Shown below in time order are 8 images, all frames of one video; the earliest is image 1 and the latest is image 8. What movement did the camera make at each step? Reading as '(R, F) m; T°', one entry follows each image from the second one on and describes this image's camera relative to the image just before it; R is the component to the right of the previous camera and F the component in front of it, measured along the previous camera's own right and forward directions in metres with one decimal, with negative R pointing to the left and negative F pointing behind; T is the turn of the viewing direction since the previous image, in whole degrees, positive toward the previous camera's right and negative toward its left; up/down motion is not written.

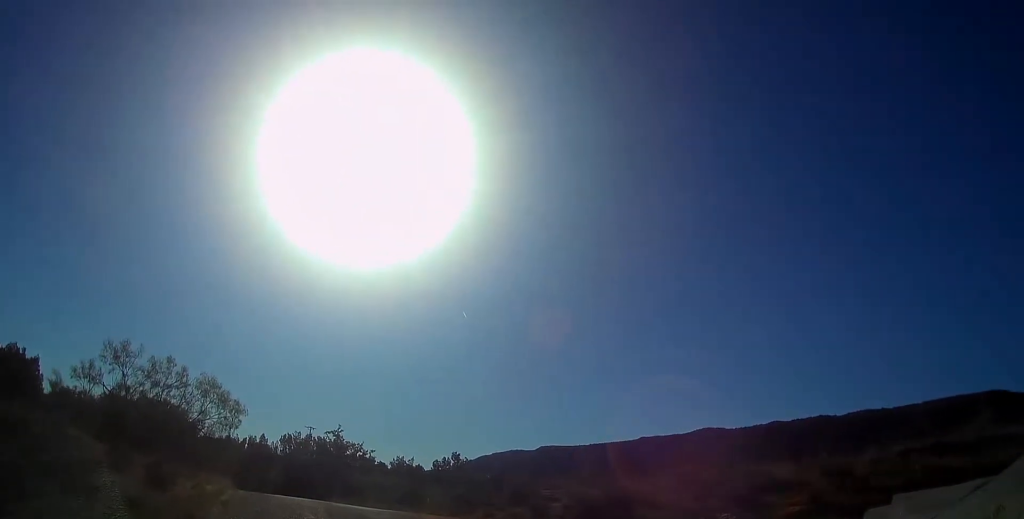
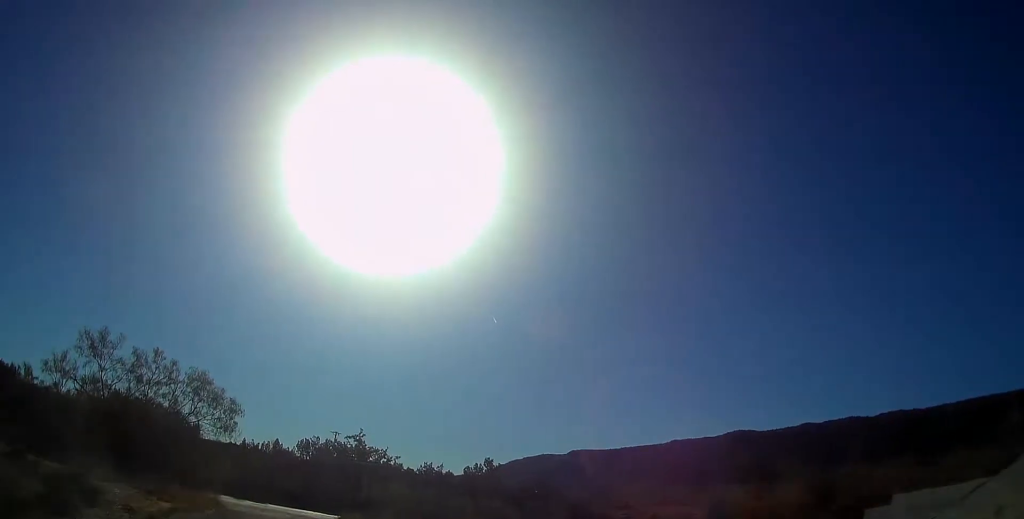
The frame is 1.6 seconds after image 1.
(-0.5, +4.7) m; -5°
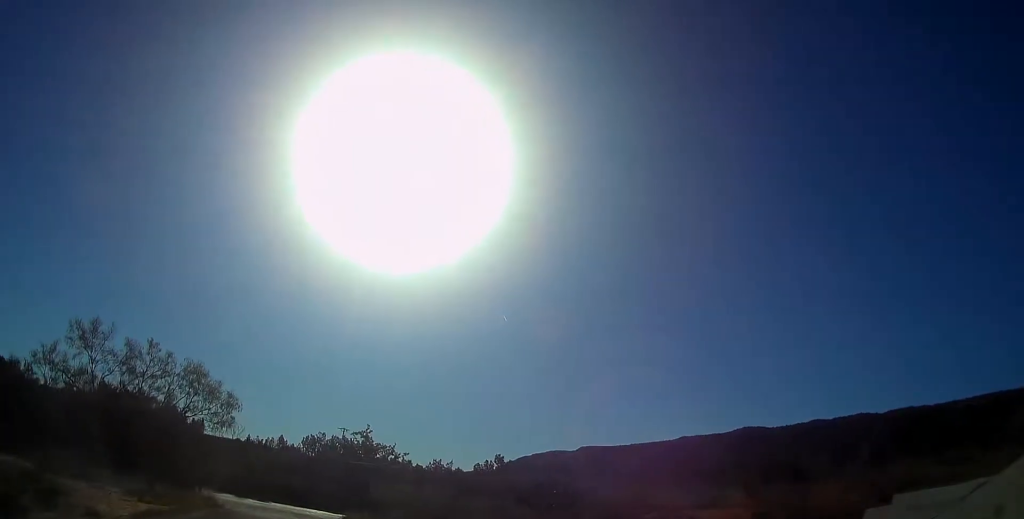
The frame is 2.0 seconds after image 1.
(+0.1, +1.4) m; -1°
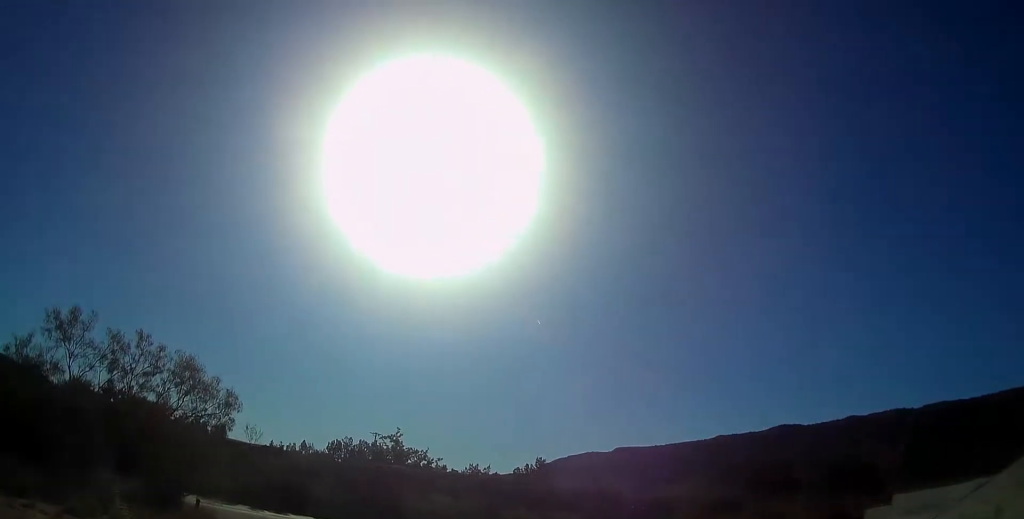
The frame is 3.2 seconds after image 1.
(0.0, +4.0) m; -5°
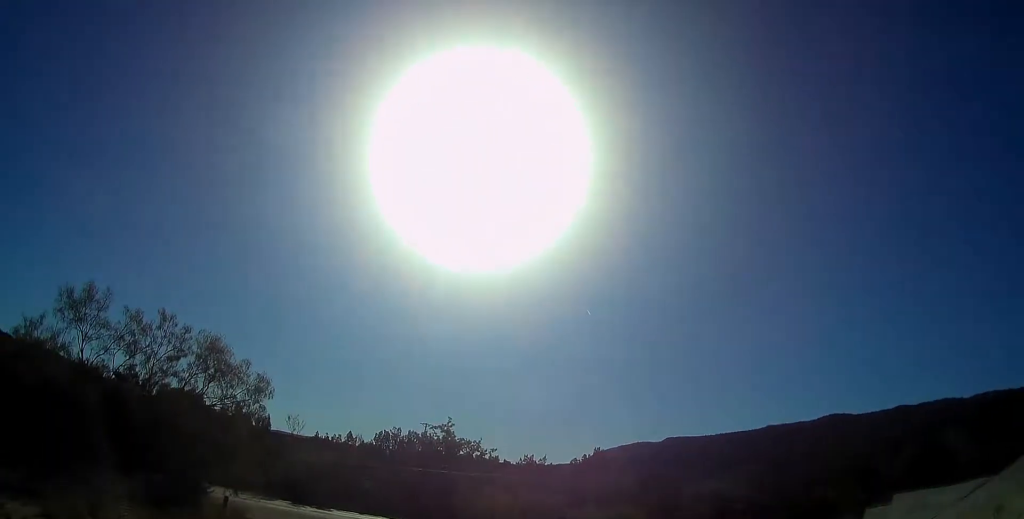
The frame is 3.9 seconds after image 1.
(-0.2, +2.5) m; -4°
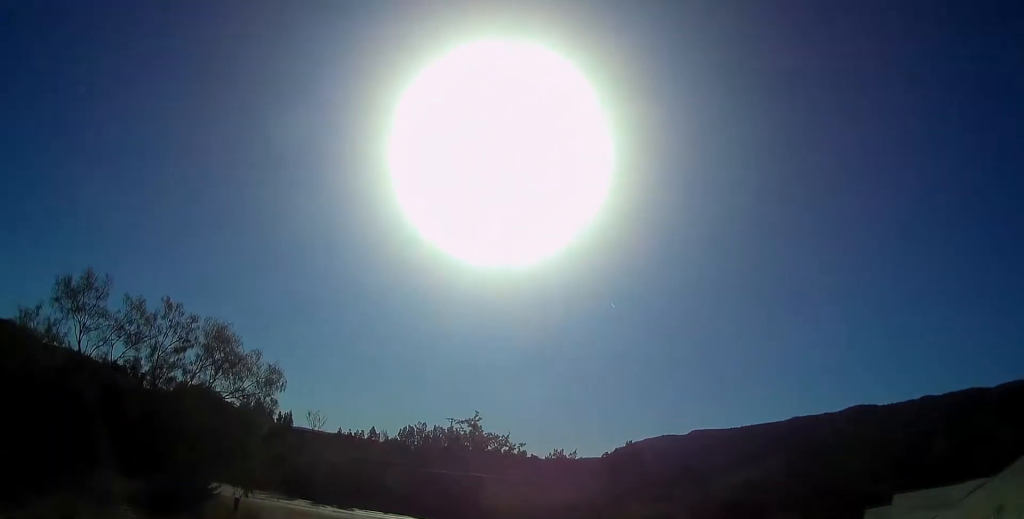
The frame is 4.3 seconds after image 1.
(+0.1, +1.6) m; -1°
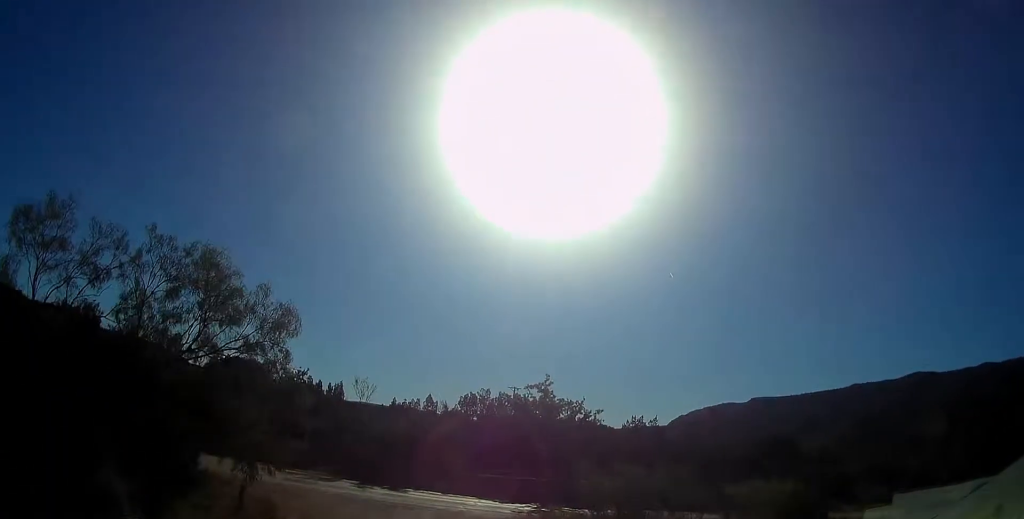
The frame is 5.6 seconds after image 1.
(-0.2, +4.7) m; -7°
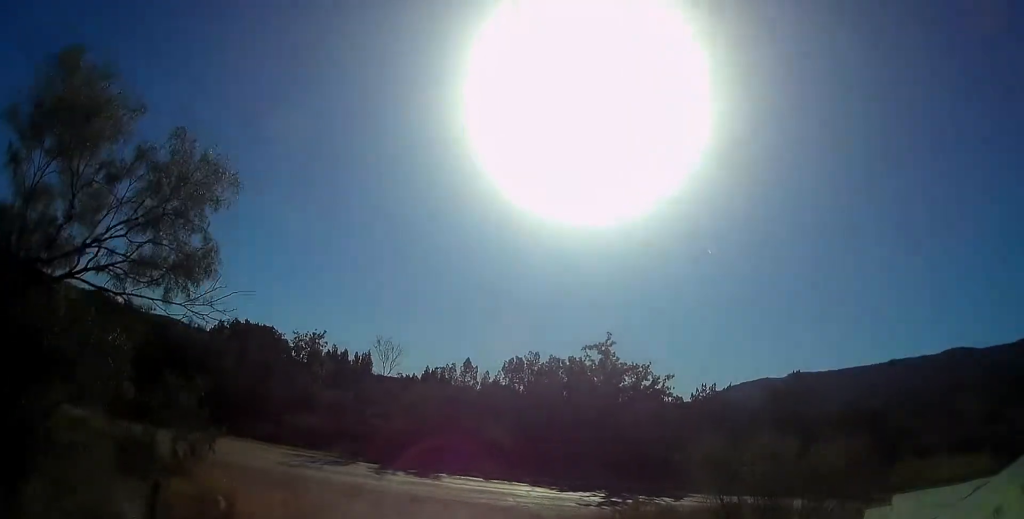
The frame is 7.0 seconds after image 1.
(-0.4, +6.1) m; -4°
